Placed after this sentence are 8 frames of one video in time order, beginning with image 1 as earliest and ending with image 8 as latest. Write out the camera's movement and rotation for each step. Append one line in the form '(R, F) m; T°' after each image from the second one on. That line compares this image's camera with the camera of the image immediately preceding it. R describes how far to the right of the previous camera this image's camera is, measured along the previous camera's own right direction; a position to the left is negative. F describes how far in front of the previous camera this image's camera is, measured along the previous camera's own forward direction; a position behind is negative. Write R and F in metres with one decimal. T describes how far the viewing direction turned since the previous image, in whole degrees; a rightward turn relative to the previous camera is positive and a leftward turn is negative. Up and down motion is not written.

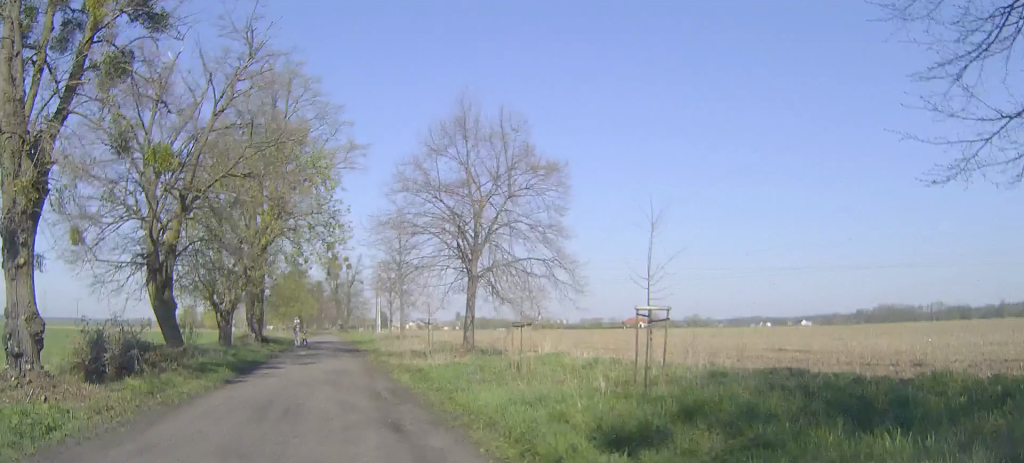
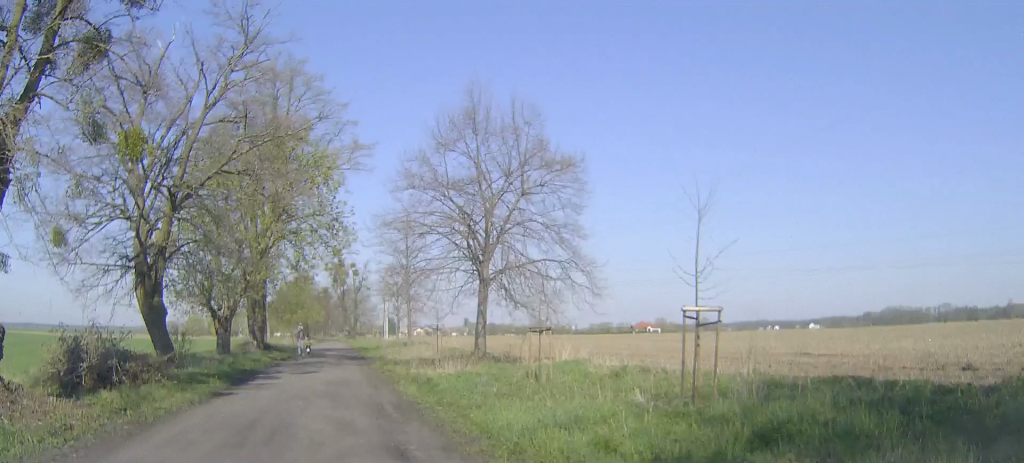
(0.0, +2.0) m; 0°
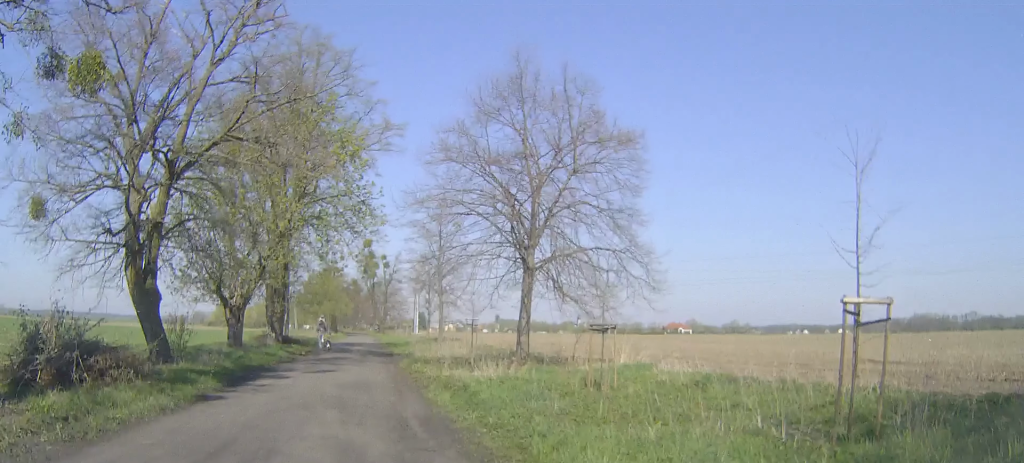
(0.0, +3.5) m; -1°
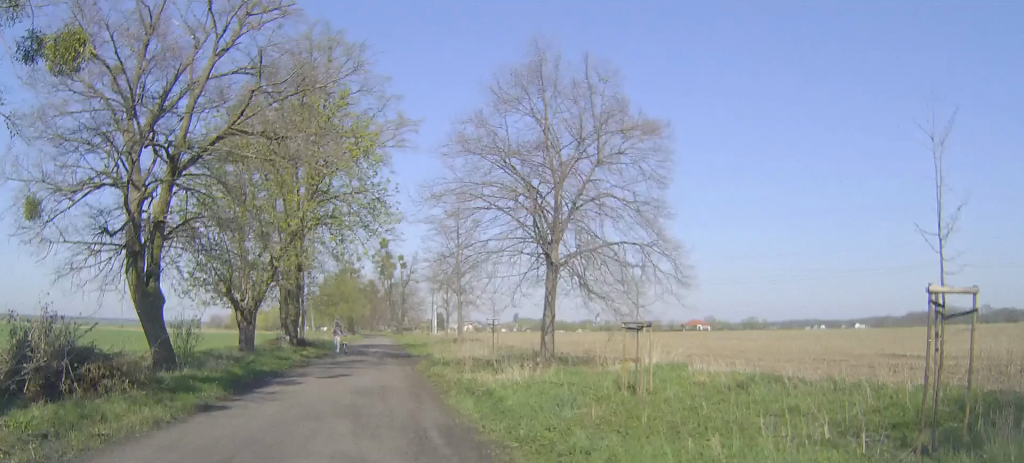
(0.0, +1.1) m; -1°
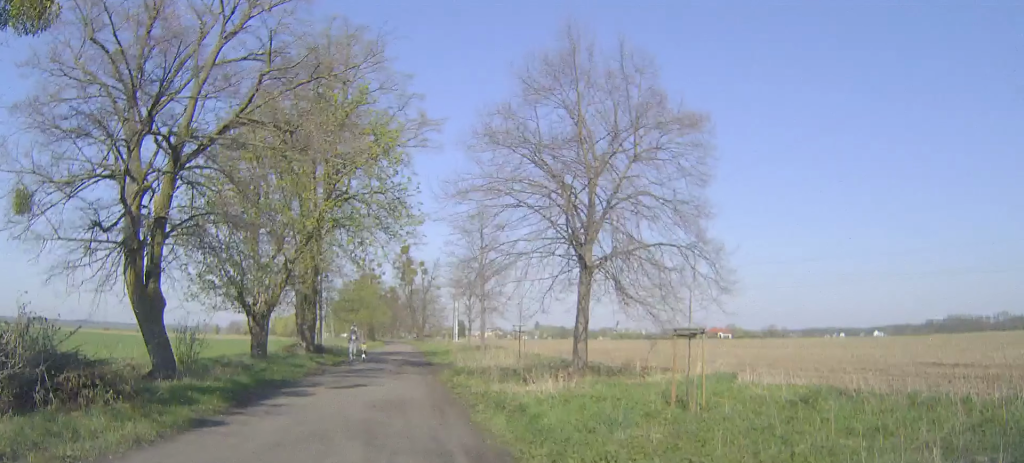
(0.0, +1.5) m; -1°
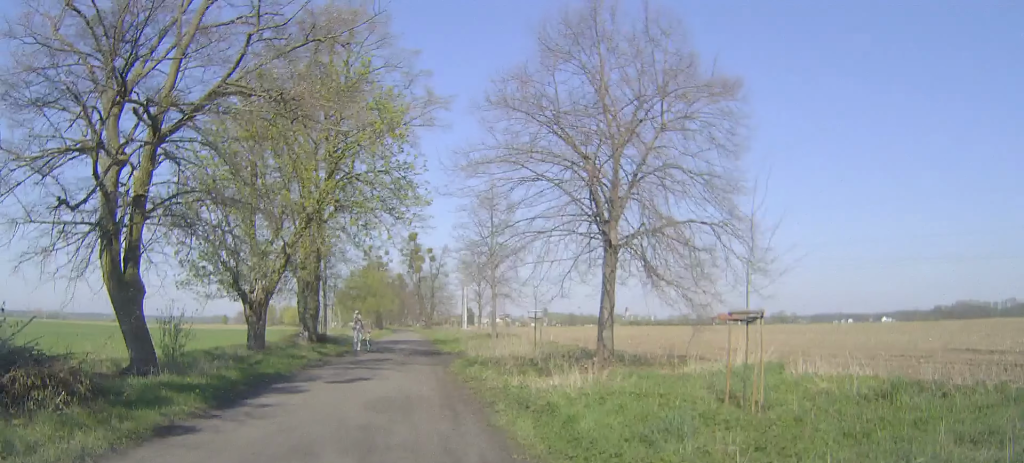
(0.0, +1.8) m; -1°
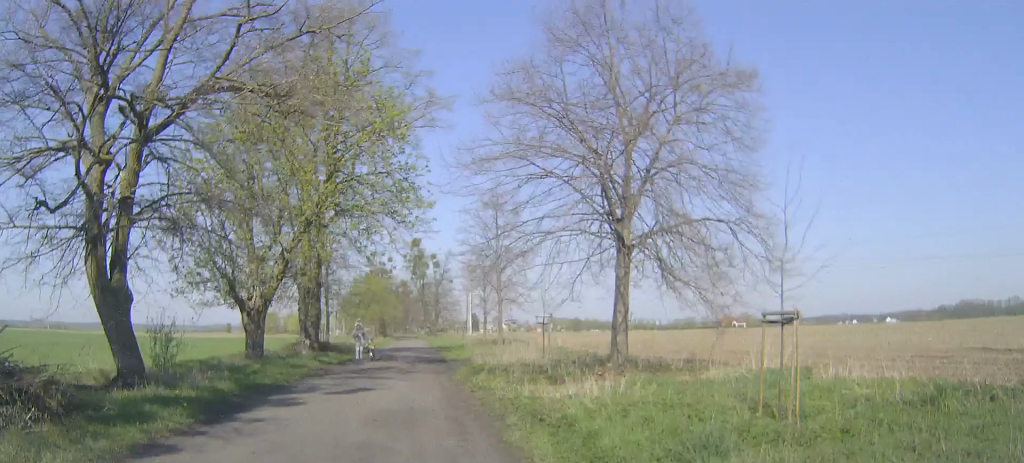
(0.0, +0.9) m; 0°
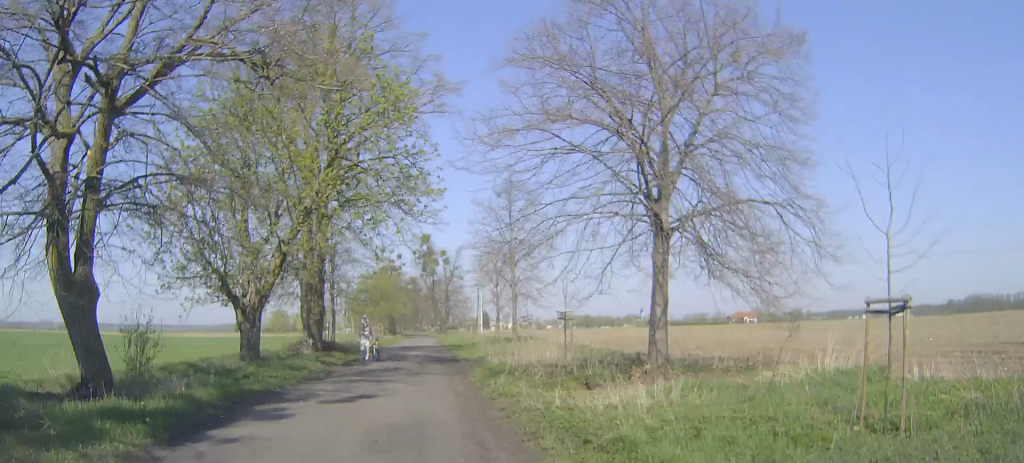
(0.0, +2.2) m; -2°
